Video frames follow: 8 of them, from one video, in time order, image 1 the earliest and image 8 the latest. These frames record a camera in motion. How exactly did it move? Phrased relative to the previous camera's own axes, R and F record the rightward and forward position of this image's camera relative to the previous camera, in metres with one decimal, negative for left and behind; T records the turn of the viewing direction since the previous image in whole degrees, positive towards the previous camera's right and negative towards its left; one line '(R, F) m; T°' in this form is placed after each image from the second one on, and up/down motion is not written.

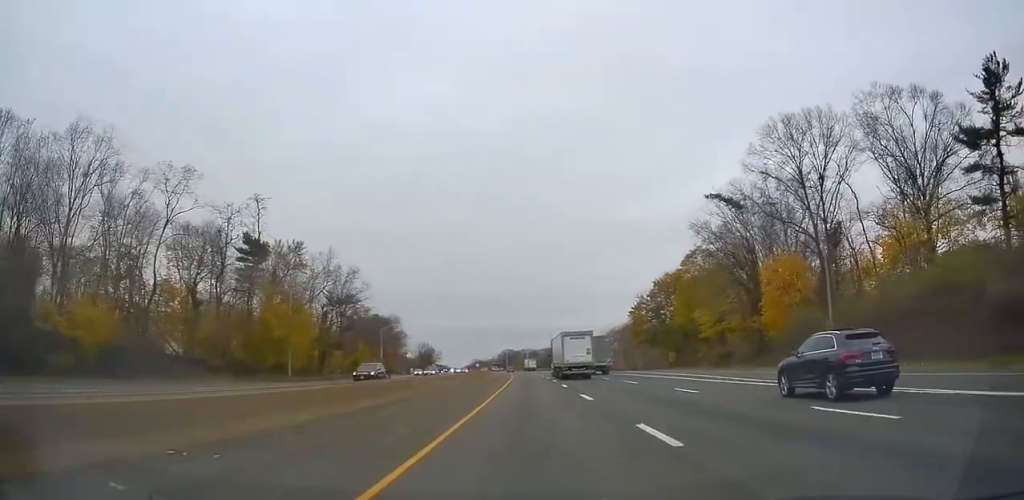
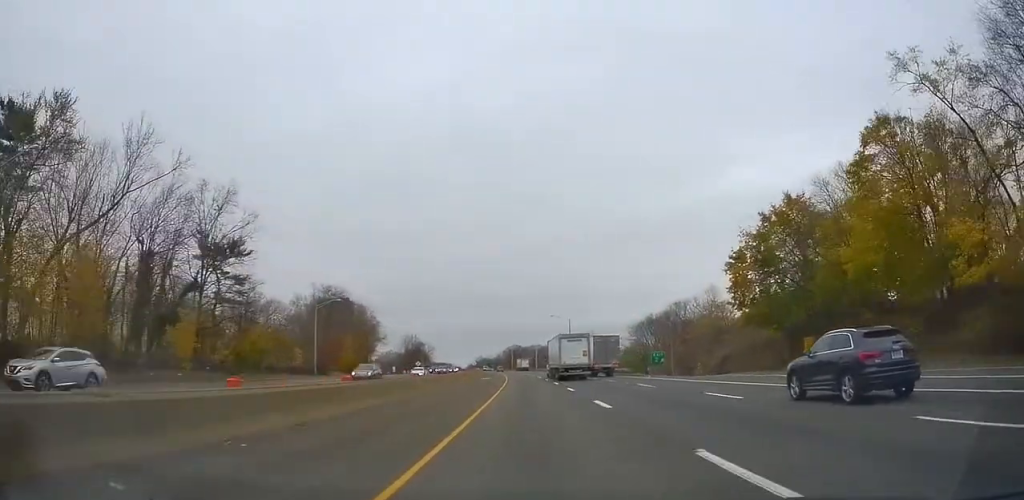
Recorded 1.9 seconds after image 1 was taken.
(0.0, +52.2) m; 0°
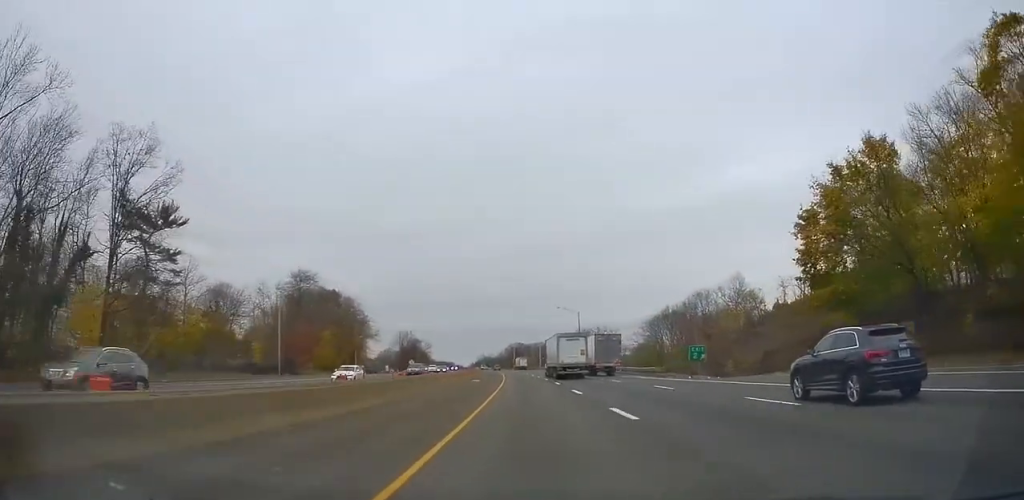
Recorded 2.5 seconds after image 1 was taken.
(-0.2, +16.3) m; 0°
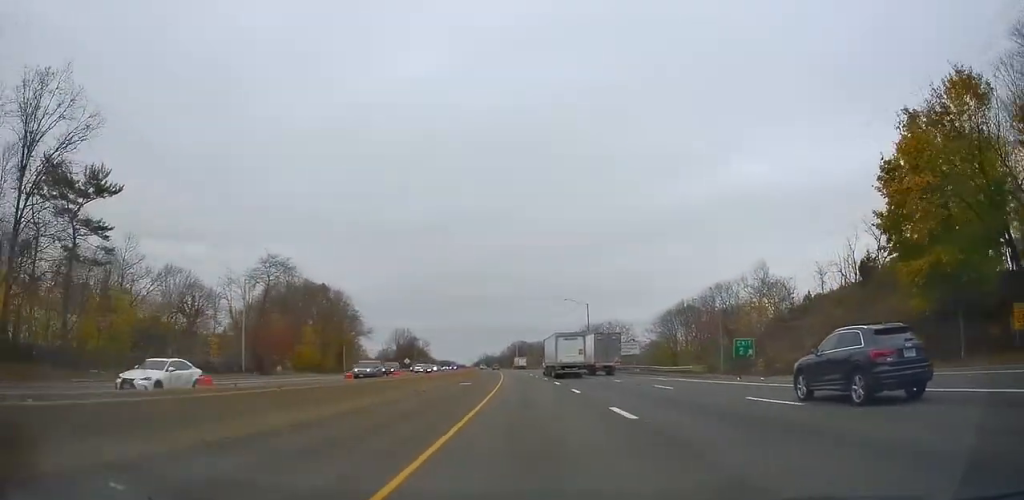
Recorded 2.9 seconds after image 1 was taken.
(0.0, +12.1) m; 0°
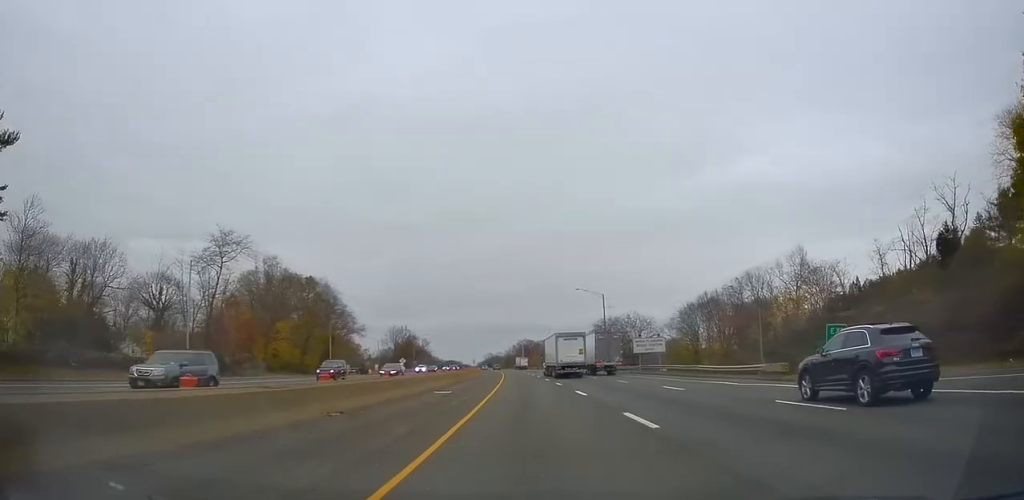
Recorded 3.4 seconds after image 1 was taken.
(0.0, +14.4) m; 0°
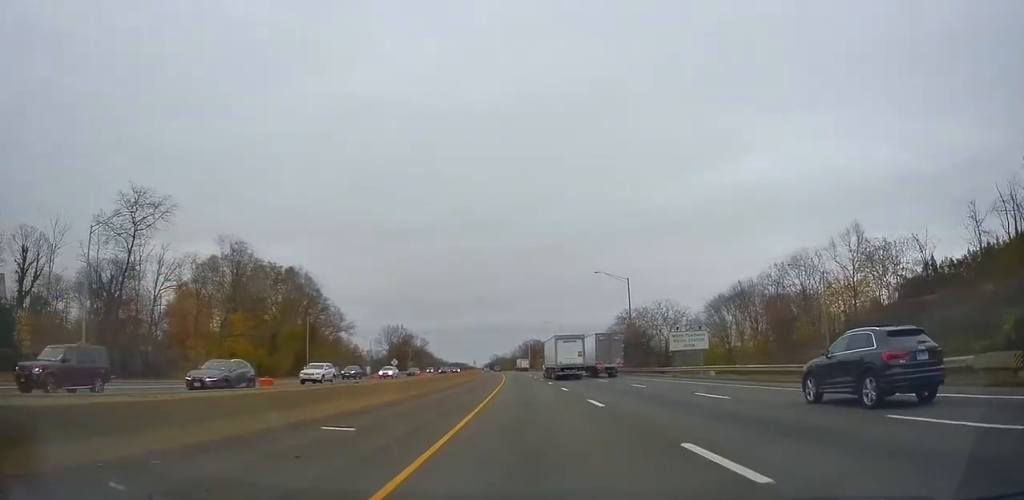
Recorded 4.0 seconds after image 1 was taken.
(-0.1, +17.6) m; 0°
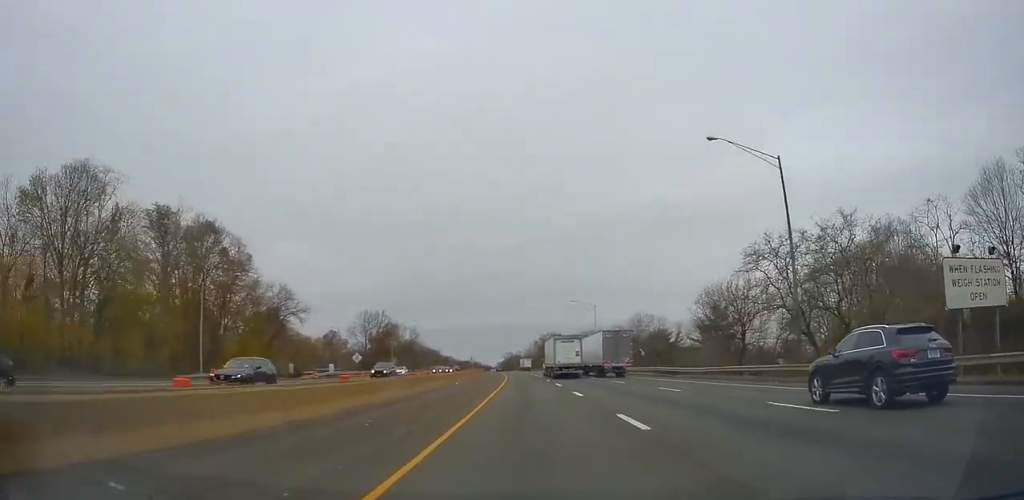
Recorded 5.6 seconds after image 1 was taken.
(-0.4, +44.2) m; -1°
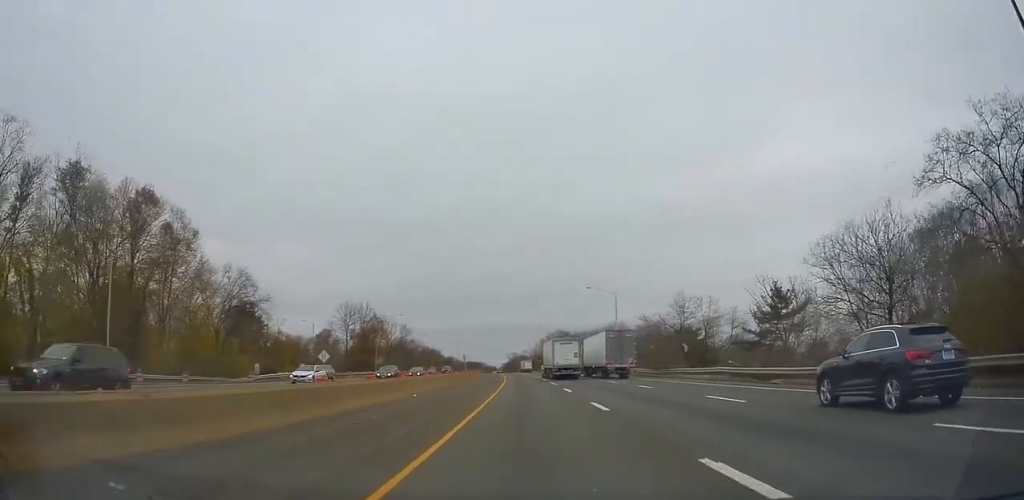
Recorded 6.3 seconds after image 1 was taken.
(-0.2, +19.3) m; -1°
